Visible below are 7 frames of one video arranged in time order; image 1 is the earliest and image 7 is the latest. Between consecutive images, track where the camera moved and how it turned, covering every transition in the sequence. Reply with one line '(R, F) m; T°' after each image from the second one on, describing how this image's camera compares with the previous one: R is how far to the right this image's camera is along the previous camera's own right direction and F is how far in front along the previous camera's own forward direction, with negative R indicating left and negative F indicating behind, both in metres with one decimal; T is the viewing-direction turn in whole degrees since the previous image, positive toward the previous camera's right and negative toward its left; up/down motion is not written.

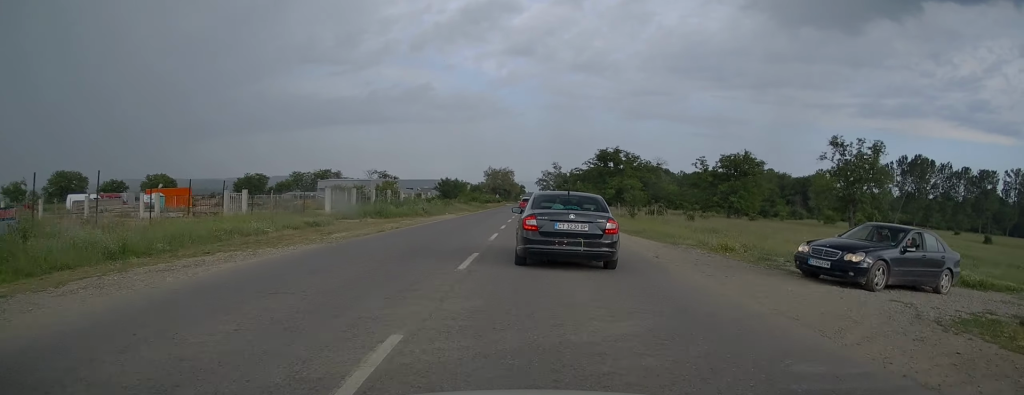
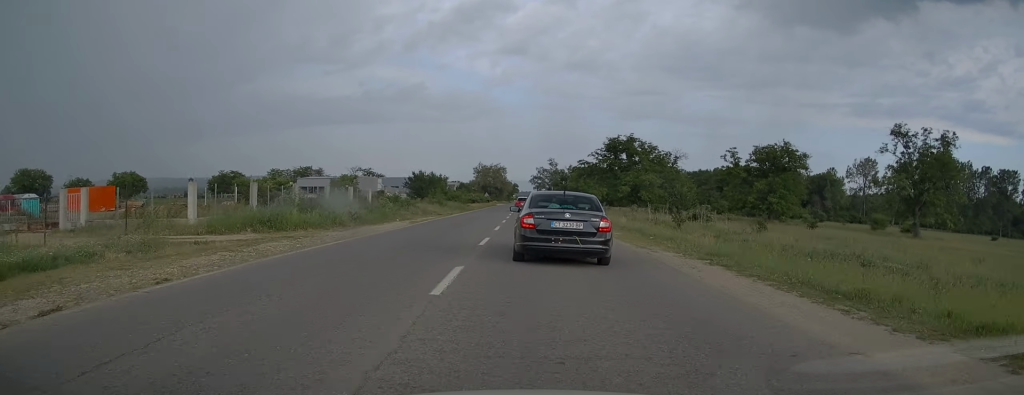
(+0.1, +17.8) m; 0°
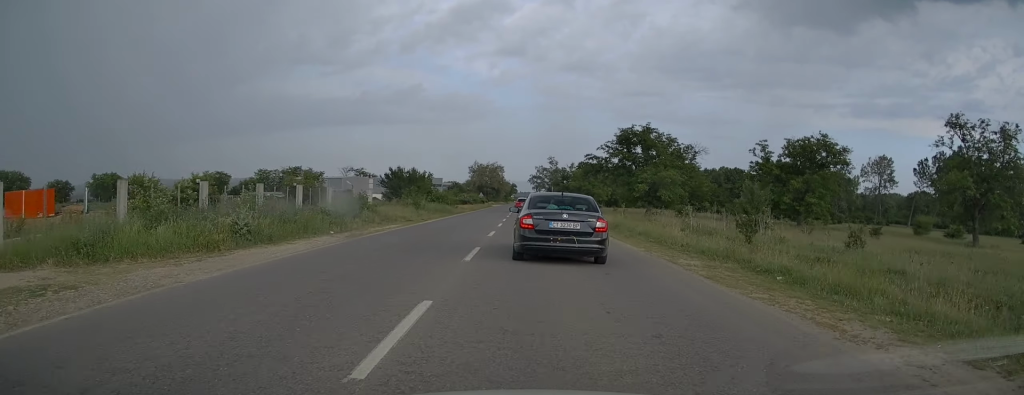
(0.0, +11.3) m; 0°
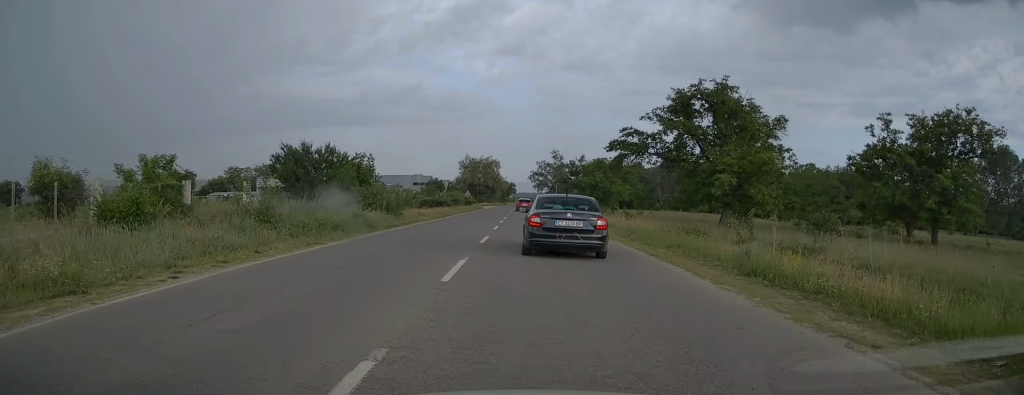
(+0.2, +25.8) m; 0°
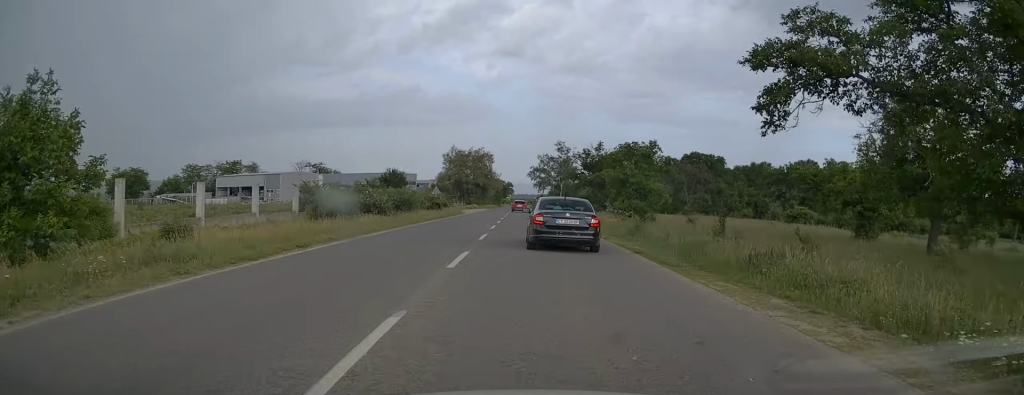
(0.0, +28.7) m; 0°
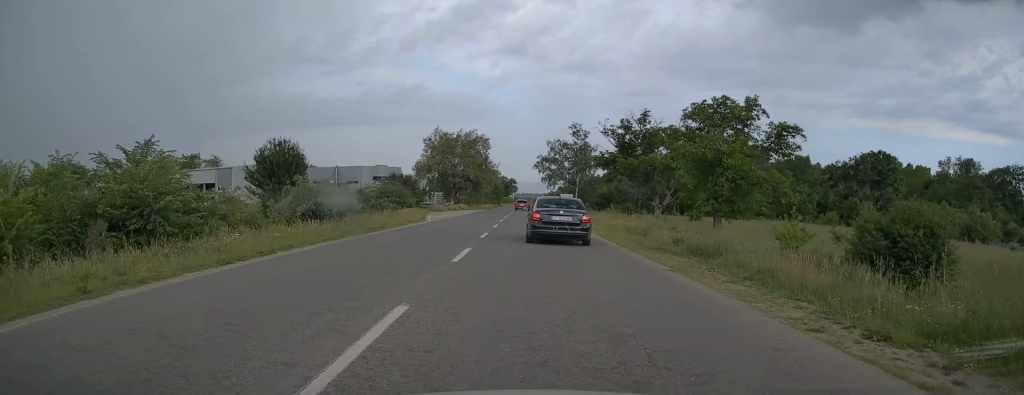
(-0.1, +29.7) m; 0°
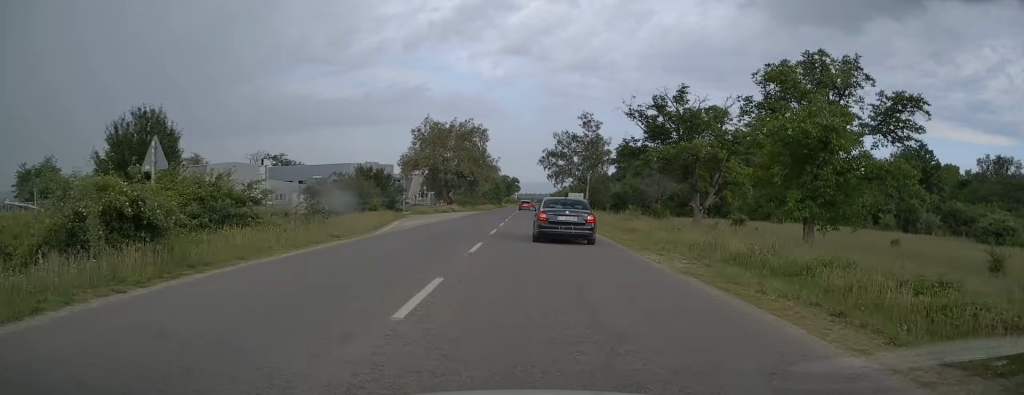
(0.0, +13.1) m; 0°
